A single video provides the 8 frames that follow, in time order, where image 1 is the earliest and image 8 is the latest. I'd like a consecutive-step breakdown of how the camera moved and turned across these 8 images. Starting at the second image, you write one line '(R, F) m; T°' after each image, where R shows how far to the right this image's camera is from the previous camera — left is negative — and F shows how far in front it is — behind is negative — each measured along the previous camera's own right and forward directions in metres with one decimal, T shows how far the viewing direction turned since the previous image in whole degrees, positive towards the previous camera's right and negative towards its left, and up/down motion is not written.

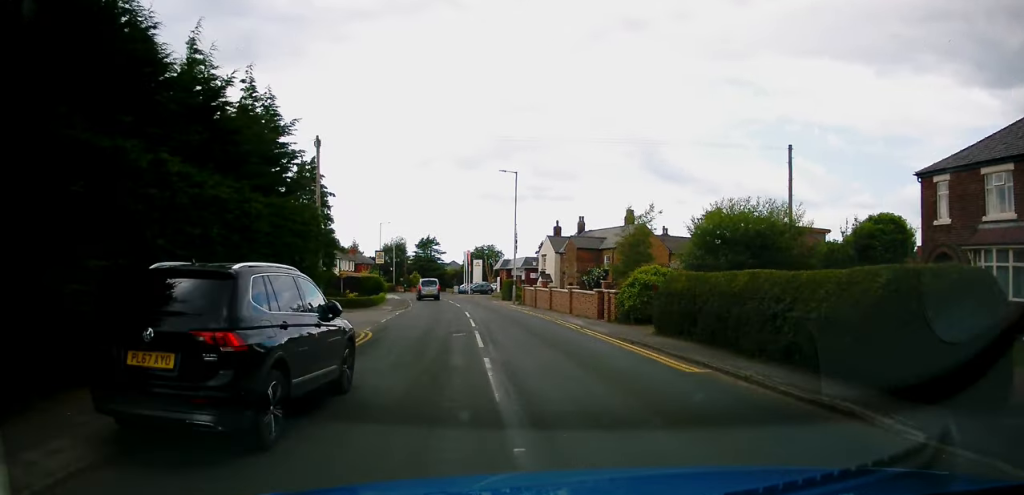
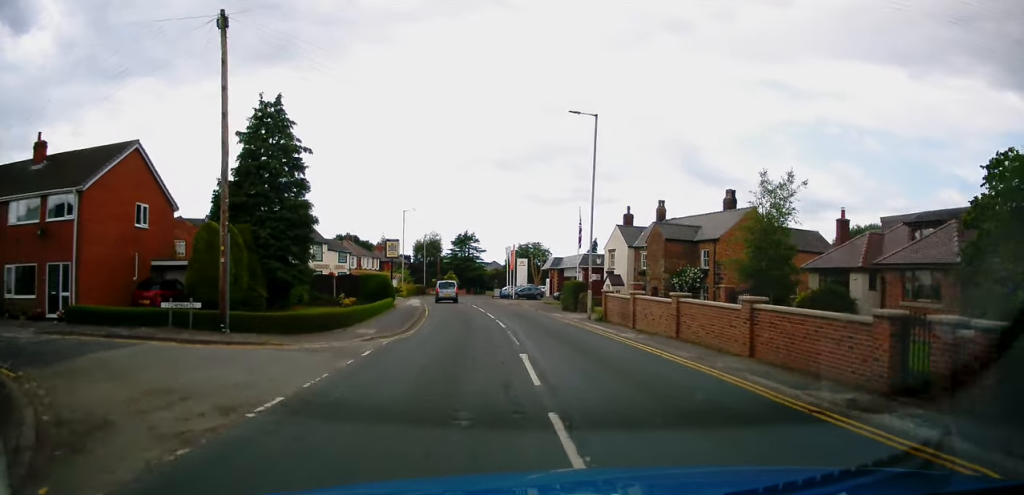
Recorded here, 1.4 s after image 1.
(0.0, +16.6) m; 0°
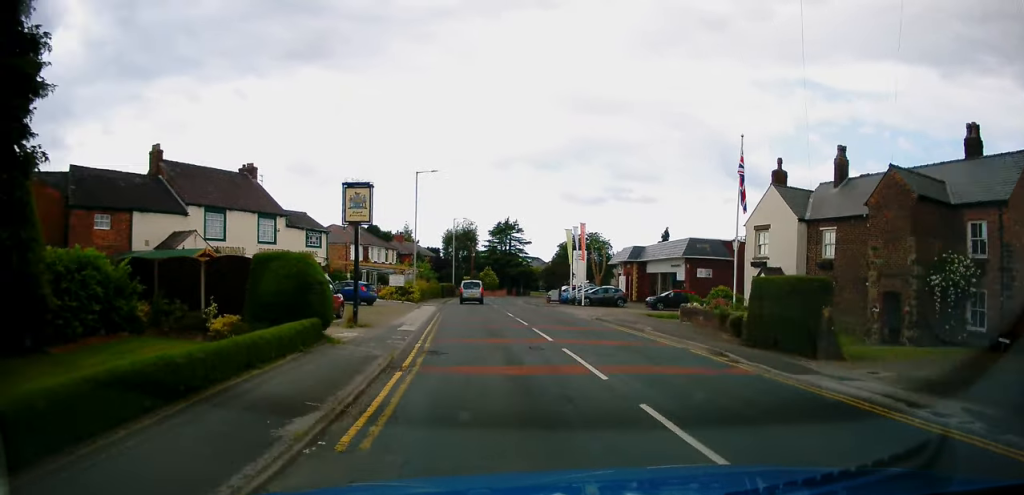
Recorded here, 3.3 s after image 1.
(-0.7, +23.4) m; -5°
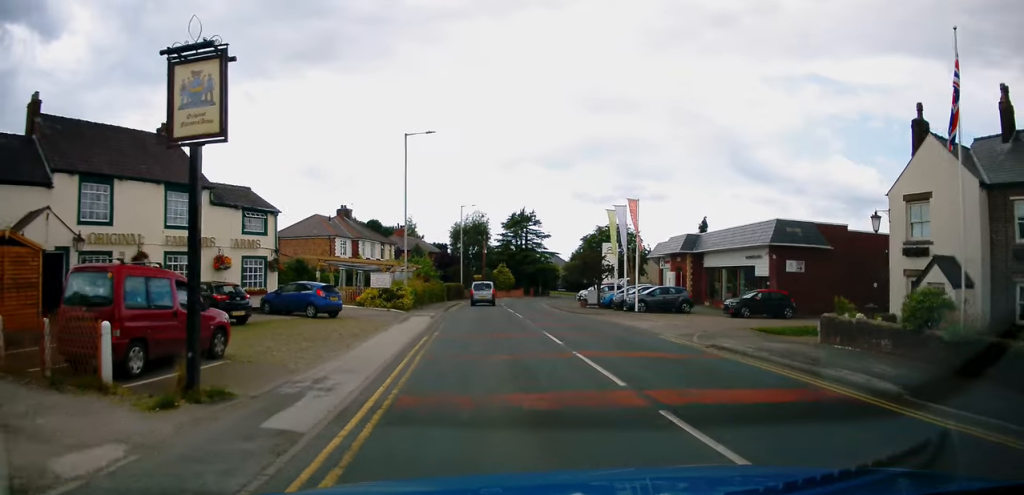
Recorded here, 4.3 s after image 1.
(-0.3, +12.1) m; -1°
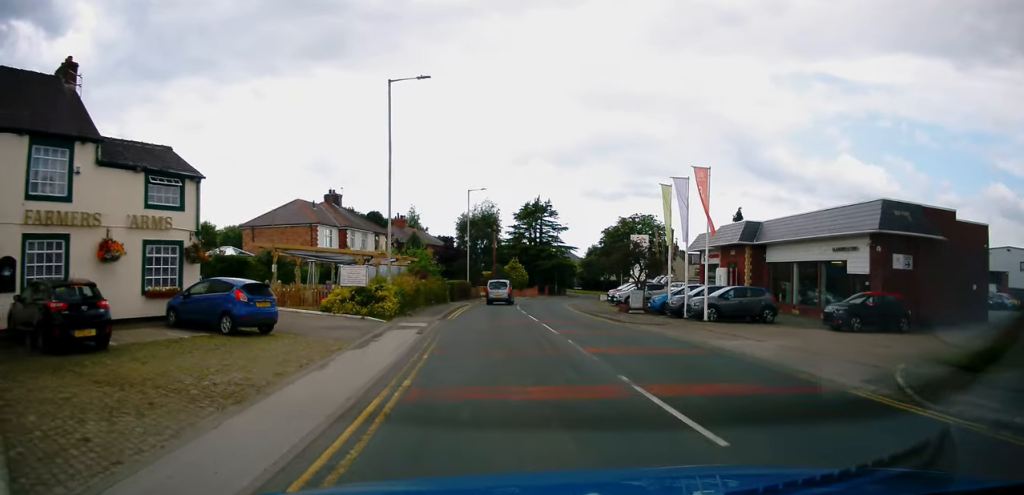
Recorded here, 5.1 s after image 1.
(0.0, +9.3) m; -1°
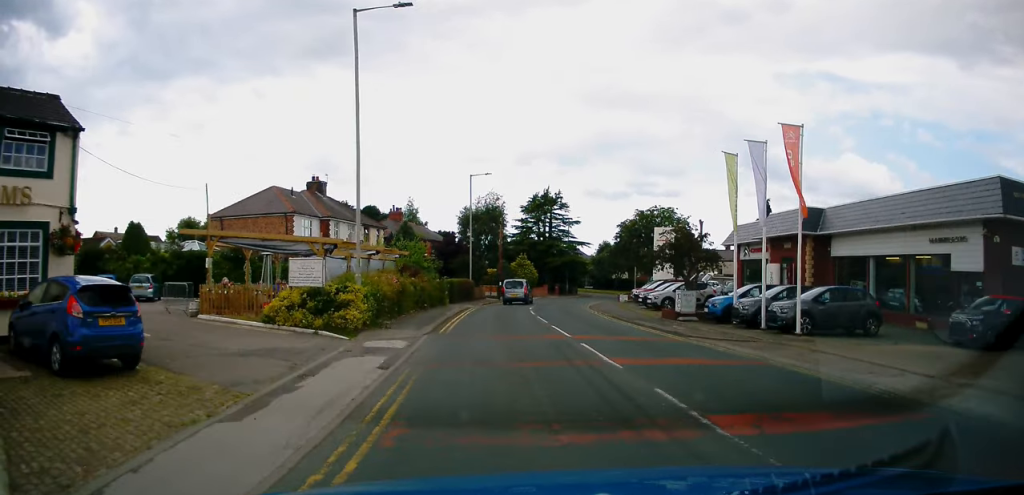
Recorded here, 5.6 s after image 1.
(+0.1, +7.1) m; -2°
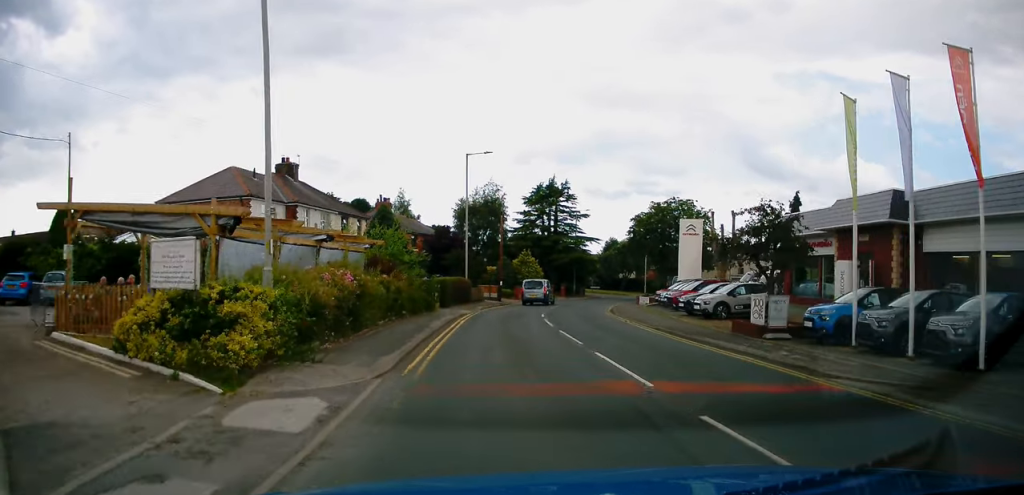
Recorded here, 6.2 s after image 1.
(-0.2, +7.6) m; +1°
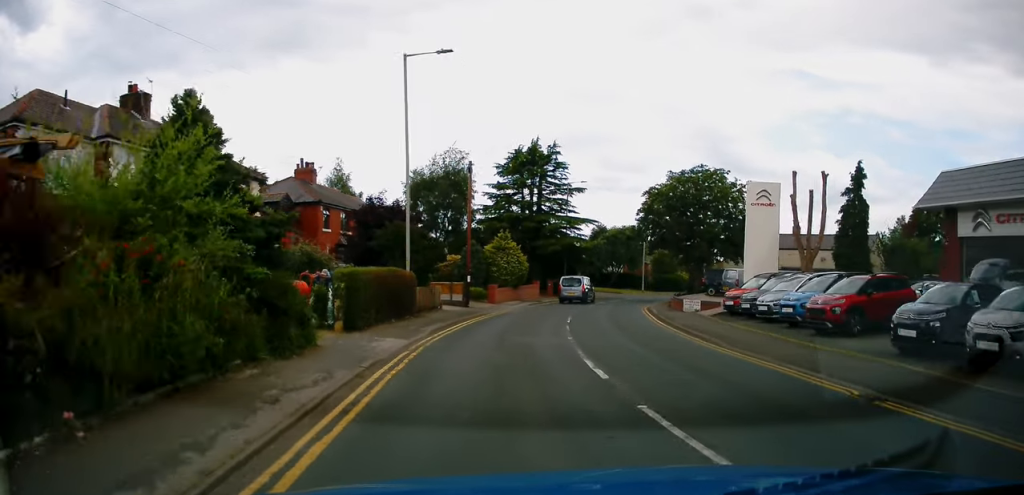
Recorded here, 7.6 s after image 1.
(+0.7, +17.0) m; +5°
